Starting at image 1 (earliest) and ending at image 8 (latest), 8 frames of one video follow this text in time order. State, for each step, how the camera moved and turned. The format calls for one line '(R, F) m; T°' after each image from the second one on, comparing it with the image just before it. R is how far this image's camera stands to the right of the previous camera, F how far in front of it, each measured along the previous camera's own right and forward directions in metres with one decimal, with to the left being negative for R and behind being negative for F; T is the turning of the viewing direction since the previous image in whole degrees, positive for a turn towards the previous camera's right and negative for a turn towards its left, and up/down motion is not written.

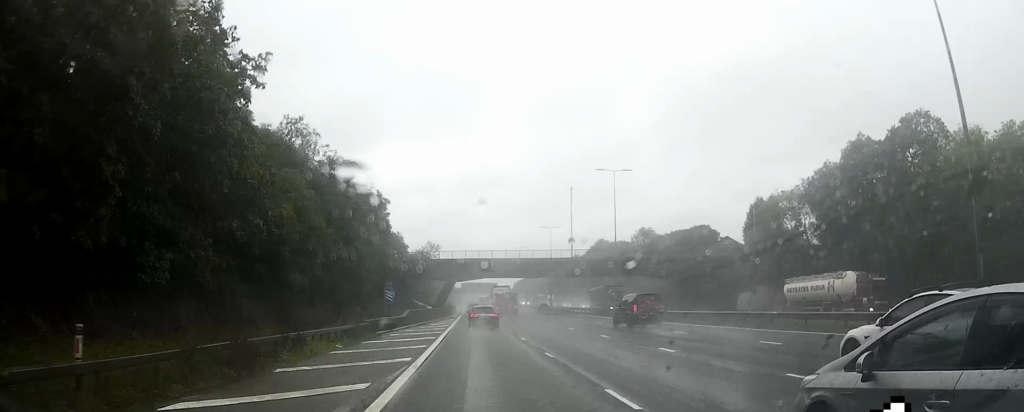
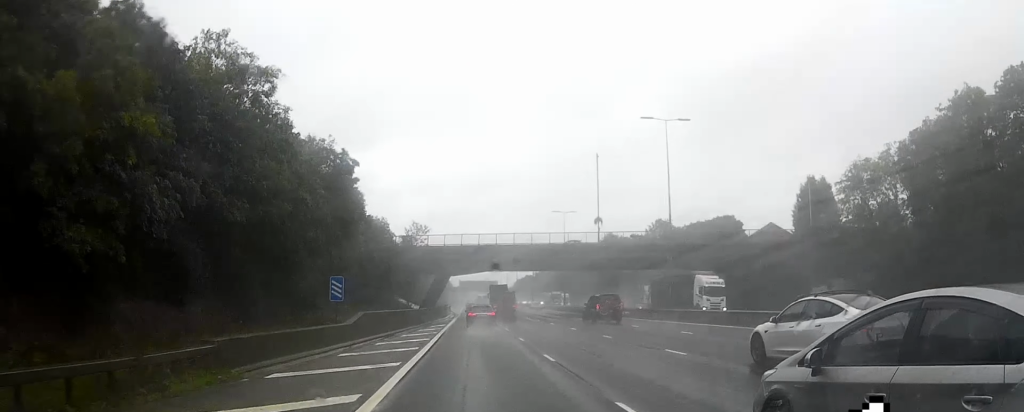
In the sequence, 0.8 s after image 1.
(+0.1, +18.9) m; 0°
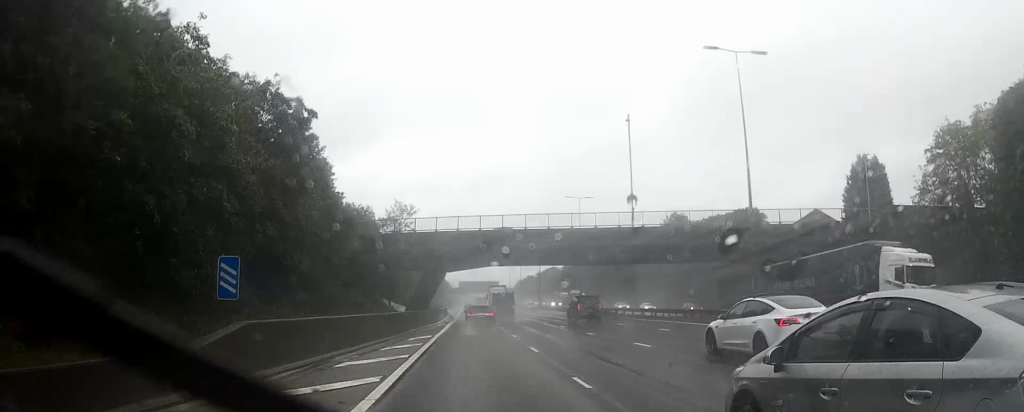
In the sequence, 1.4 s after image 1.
(0.0, +14.2) m; 0°
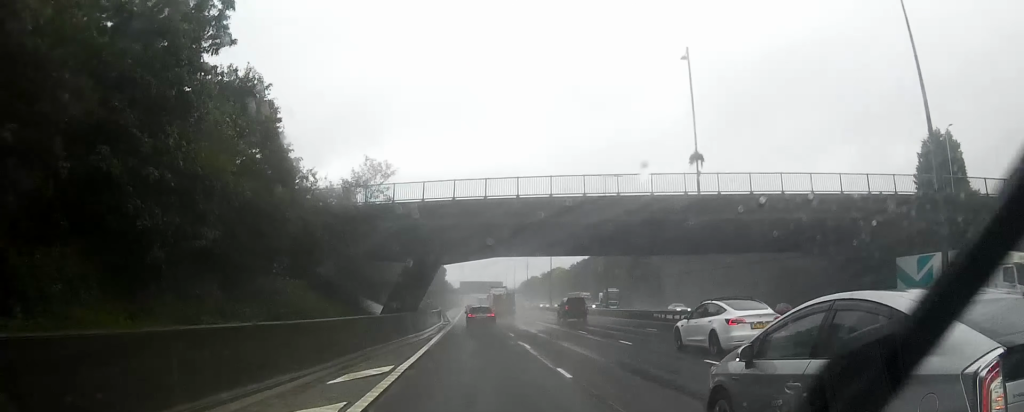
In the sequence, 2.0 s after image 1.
(-0.1, +15.0) m; 0°
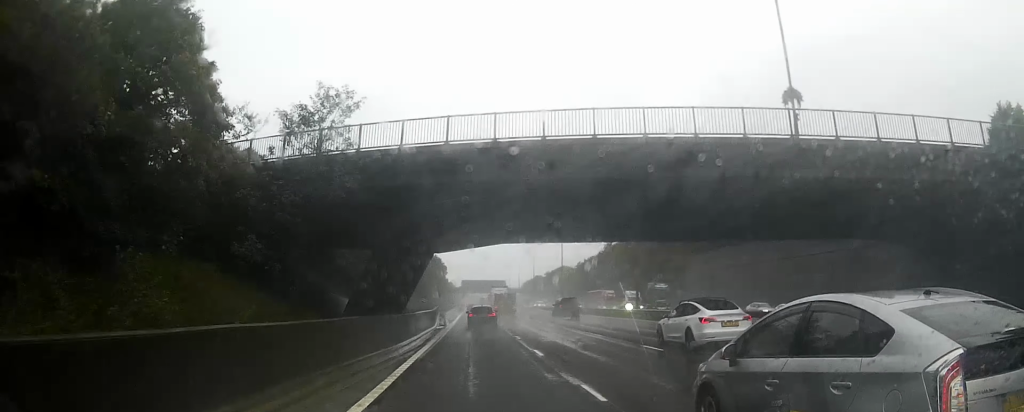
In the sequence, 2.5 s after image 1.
(+0.1, +12.0) m; 0°
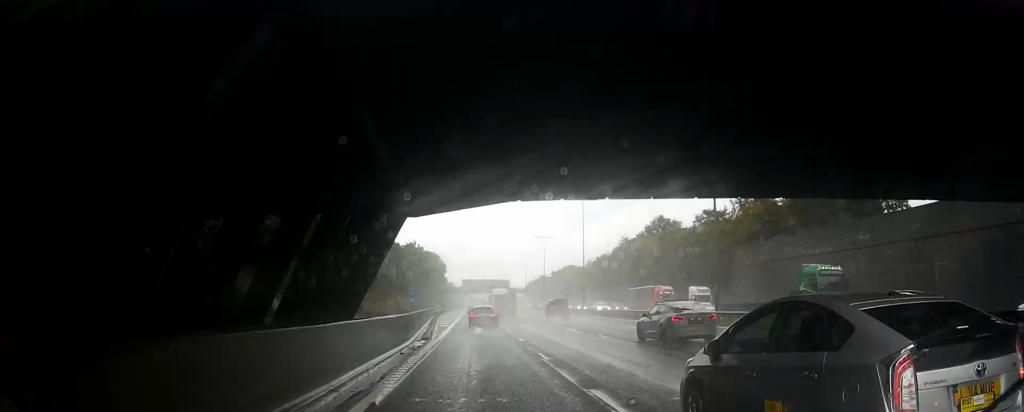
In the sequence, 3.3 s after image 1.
(0.0, +18.5) m; 0°
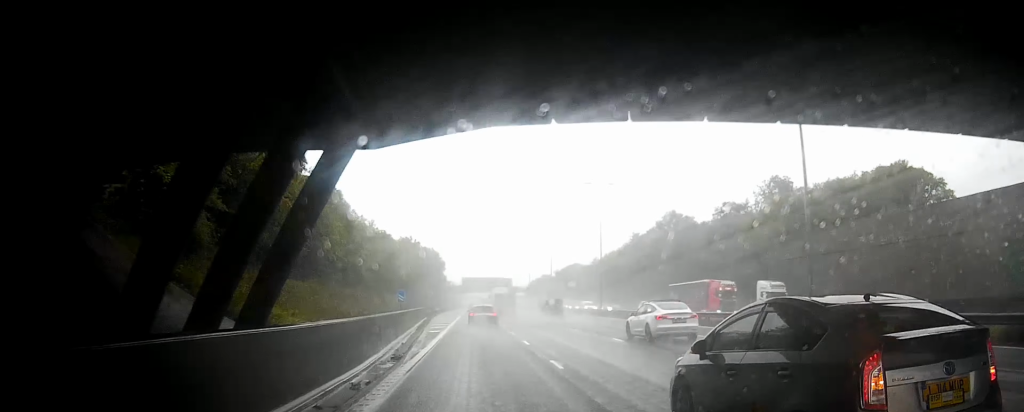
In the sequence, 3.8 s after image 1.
(-0.2, +11.4) m; 0°
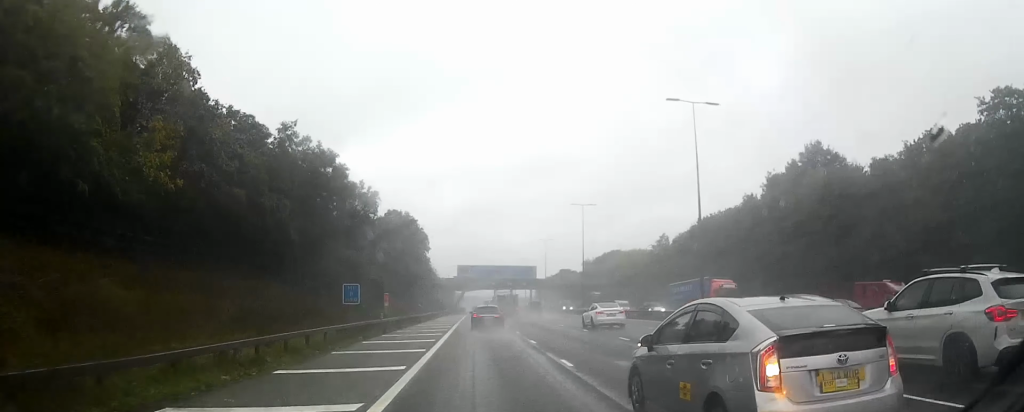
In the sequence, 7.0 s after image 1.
(+0.6, +78.2) m; +1°
